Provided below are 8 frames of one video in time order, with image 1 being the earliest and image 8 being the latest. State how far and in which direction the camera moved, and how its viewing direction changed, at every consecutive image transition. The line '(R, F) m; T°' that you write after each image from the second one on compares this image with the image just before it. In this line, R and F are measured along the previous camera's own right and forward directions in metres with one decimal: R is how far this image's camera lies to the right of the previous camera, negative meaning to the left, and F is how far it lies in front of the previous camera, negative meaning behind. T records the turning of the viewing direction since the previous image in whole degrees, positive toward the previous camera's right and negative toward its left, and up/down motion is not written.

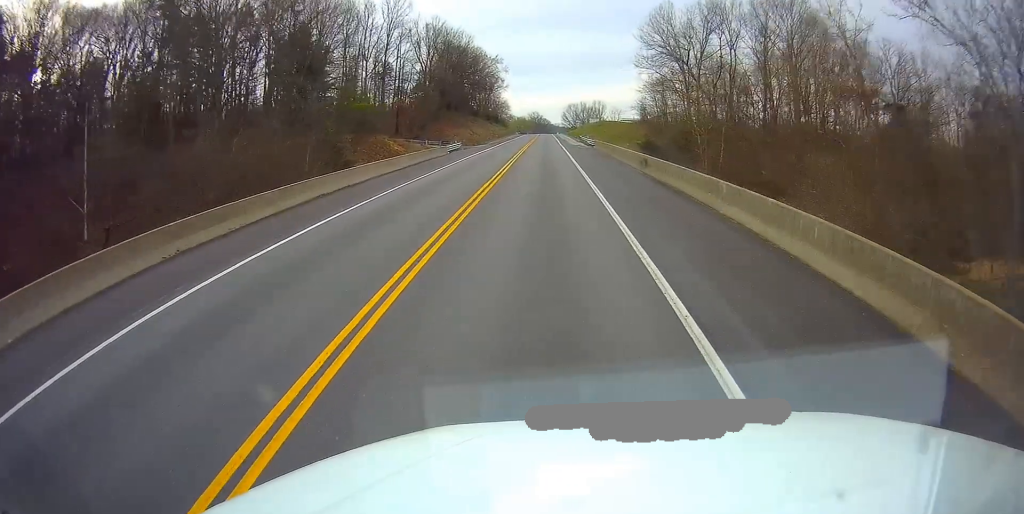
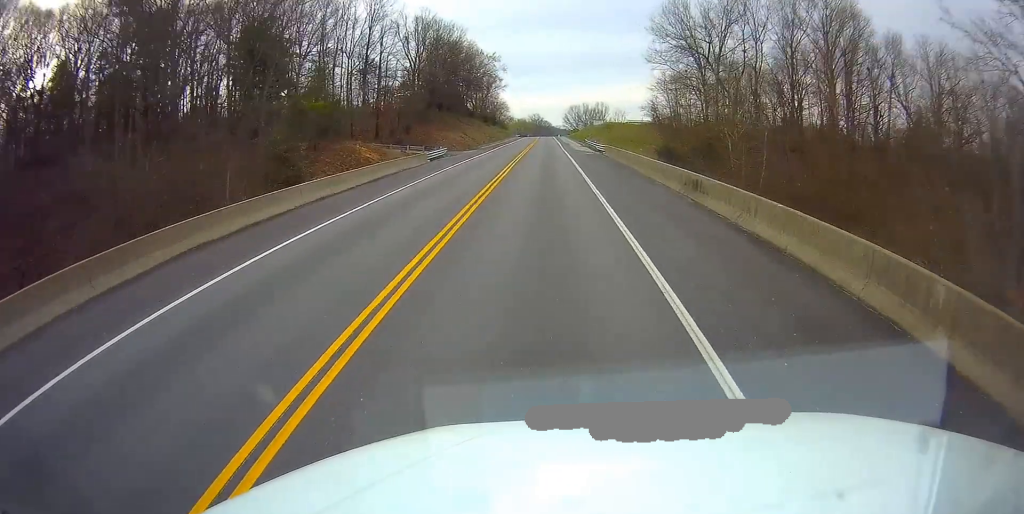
(+0.1, +9.5) m; 0°
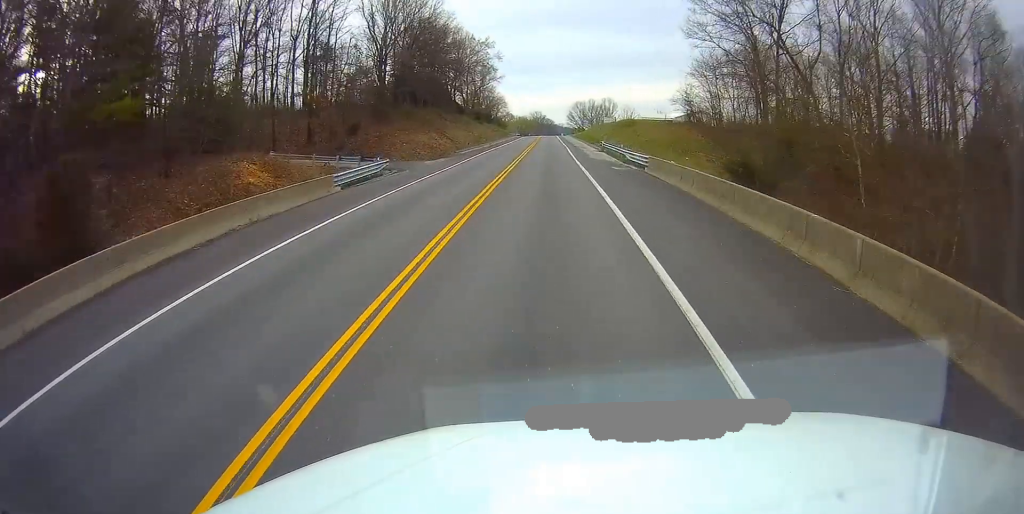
(+0.1, +20.4) m; 0°
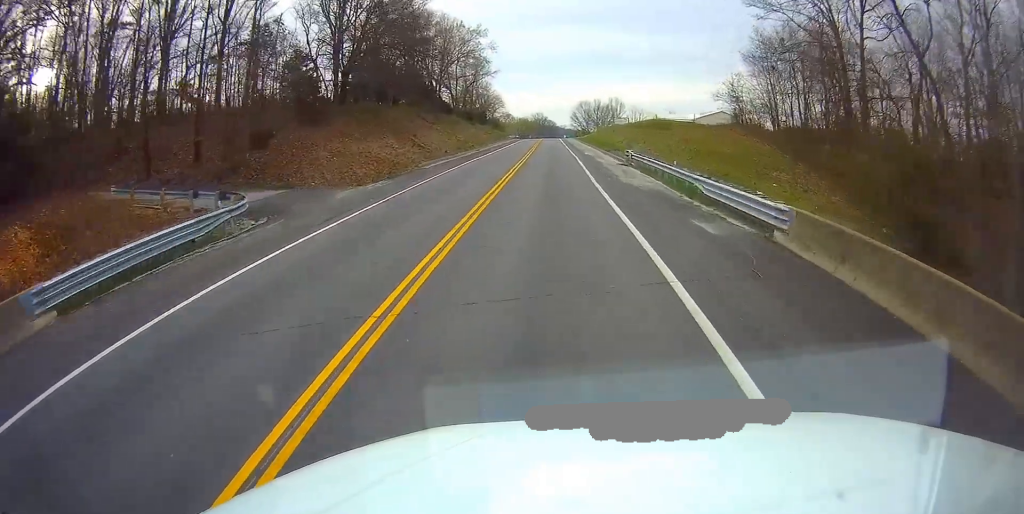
(-0.3, +17.2) m; 0°
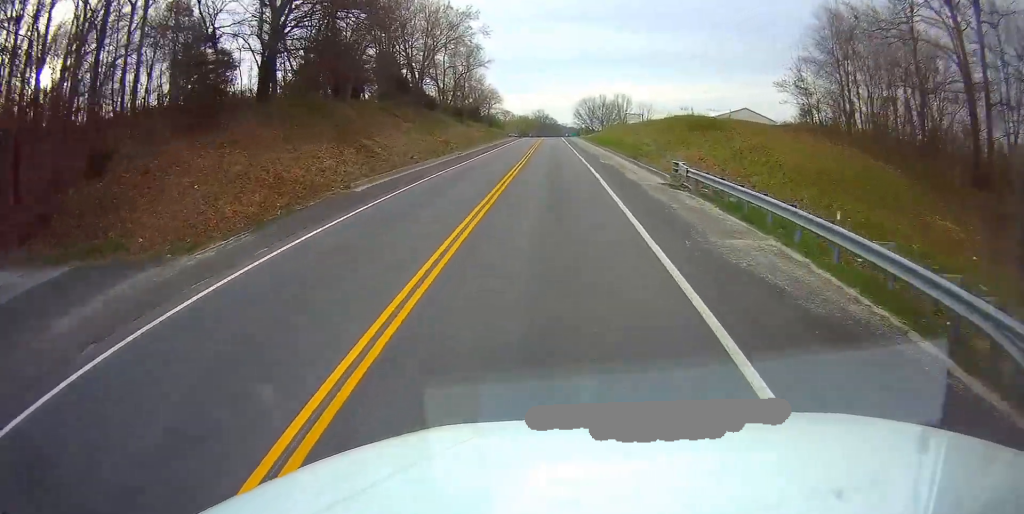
(+0.5, +14.5) m; 0°
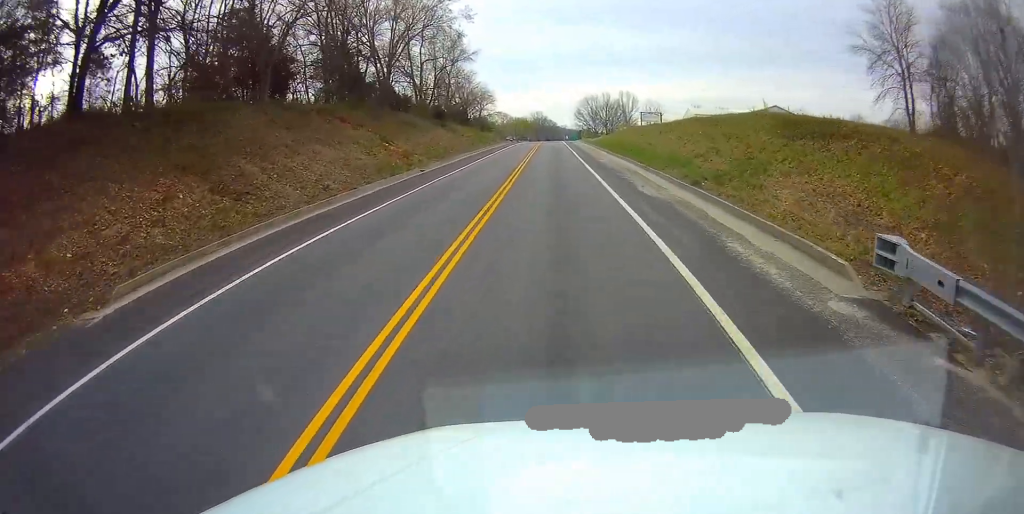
(-0.3, +16.0) m; -1°
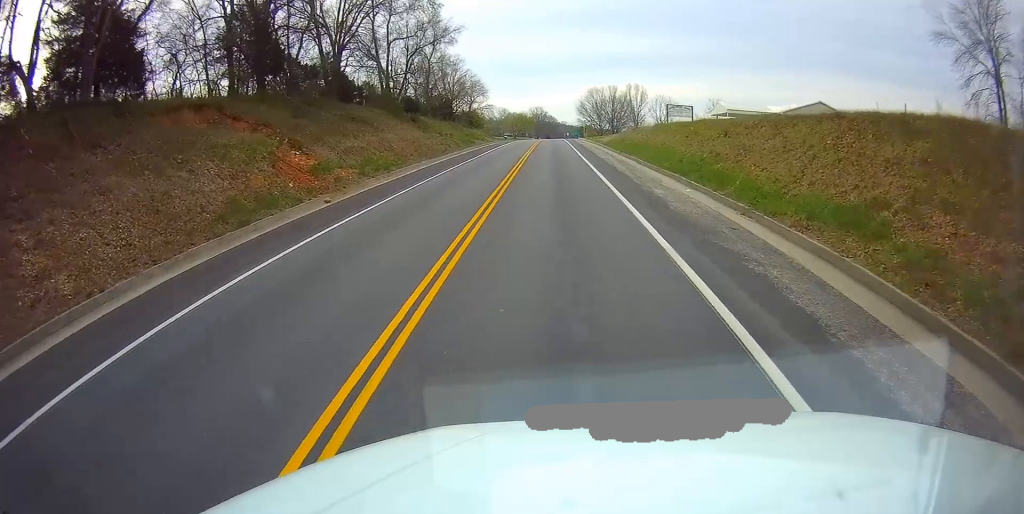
(-0.2, +16.7) m; 0°
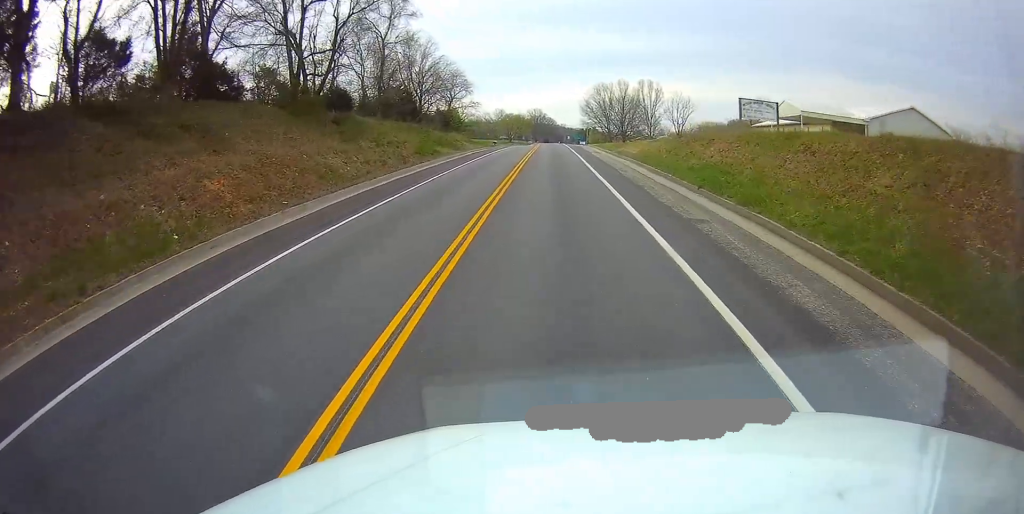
(+0.3, +22.8) m; +1°
